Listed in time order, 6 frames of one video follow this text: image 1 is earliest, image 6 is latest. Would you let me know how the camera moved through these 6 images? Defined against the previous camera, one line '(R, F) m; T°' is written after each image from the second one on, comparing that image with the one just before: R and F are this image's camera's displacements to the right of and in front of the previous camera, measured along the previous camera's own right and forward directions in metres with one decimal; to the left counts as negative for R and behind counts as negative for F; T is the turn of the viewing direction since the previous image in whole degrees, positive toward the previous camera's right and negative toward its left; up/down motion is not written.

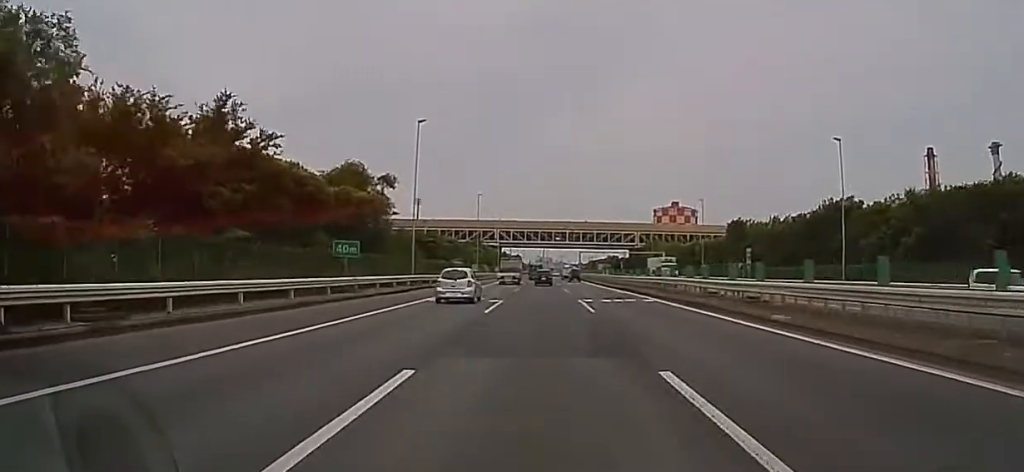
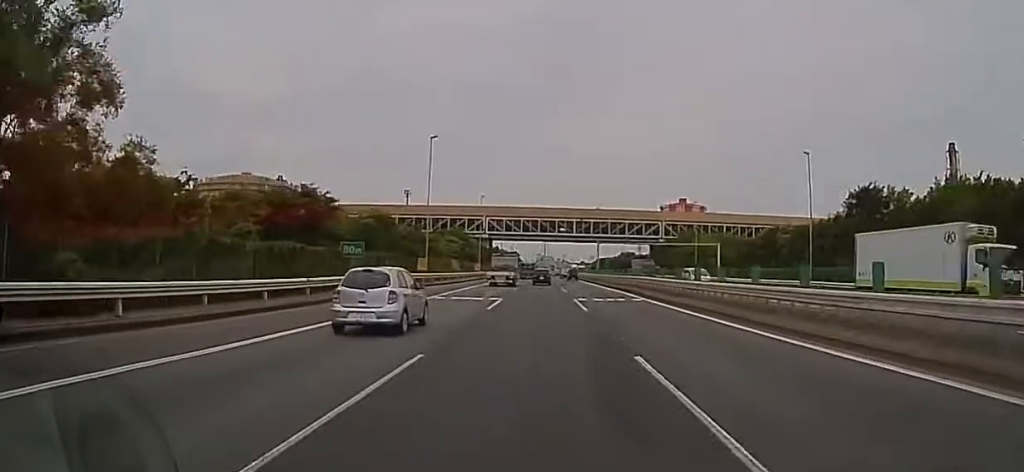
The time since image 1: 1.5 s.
(+2.5, +38.3) m; -6°
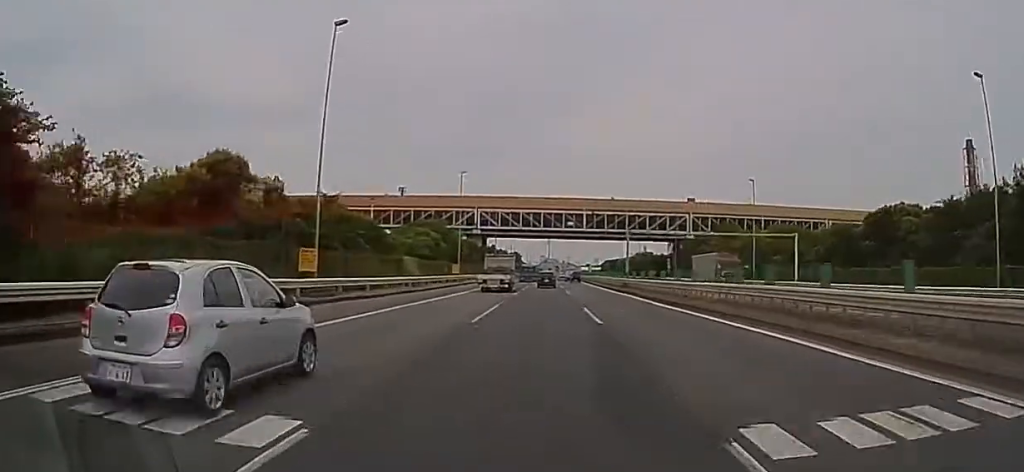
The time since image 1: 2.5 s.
(-4.3, +26.4) m; 0°
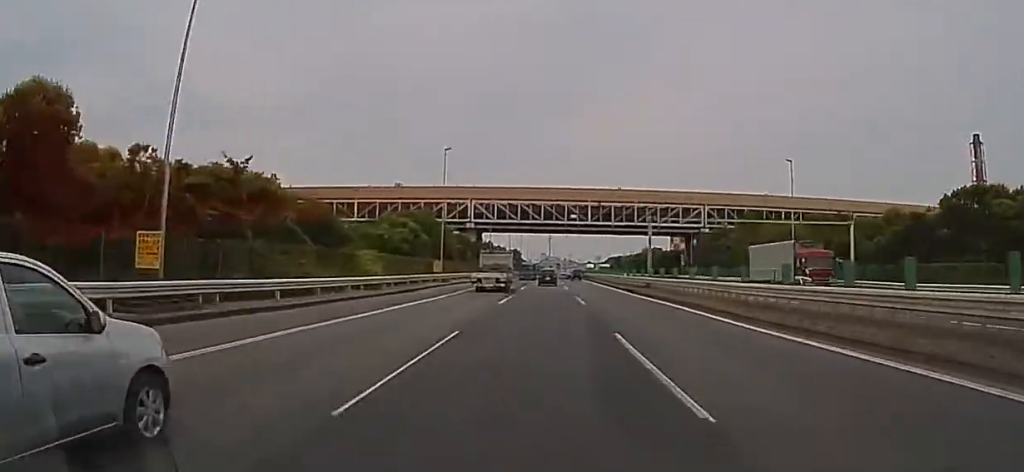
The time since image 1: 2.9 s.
(+2.0, +11.2) m; 0°
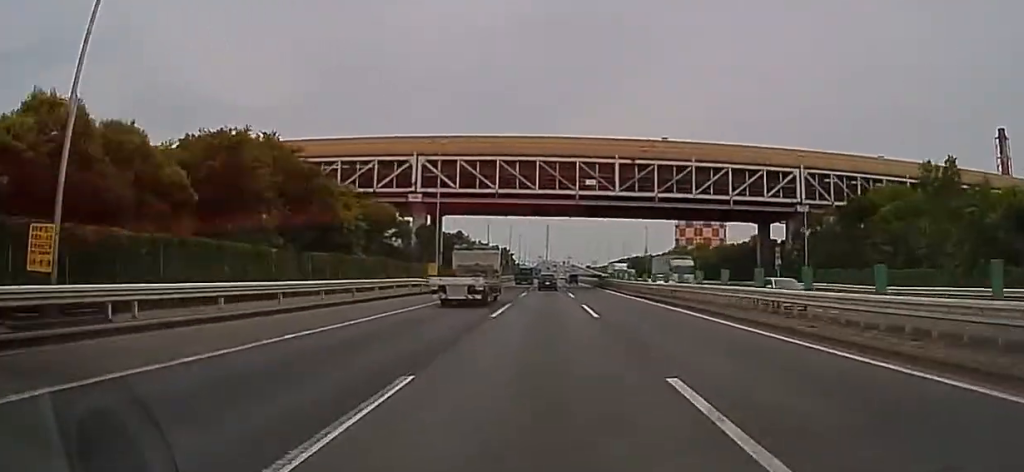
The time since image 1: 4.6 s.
(-1.5, +44.9) m; 0°
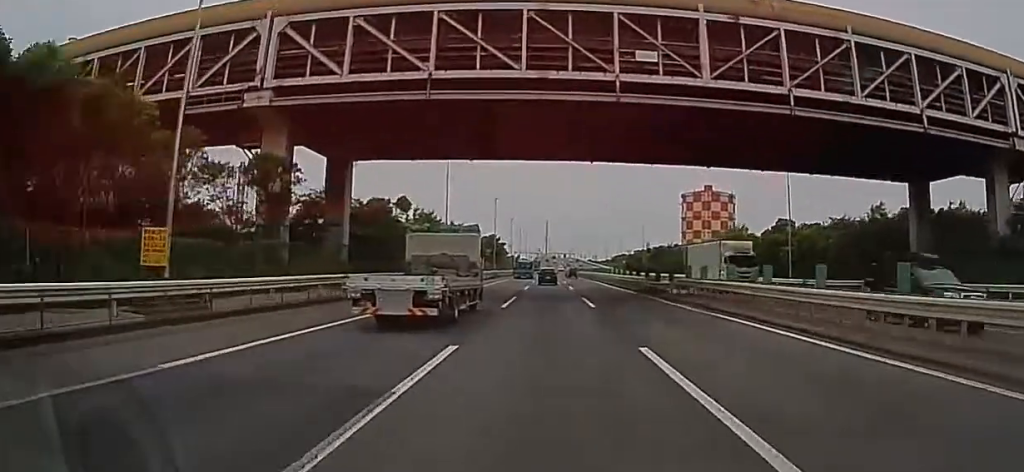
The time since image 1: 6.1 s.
(+2.9, +35.5) m; -2°
